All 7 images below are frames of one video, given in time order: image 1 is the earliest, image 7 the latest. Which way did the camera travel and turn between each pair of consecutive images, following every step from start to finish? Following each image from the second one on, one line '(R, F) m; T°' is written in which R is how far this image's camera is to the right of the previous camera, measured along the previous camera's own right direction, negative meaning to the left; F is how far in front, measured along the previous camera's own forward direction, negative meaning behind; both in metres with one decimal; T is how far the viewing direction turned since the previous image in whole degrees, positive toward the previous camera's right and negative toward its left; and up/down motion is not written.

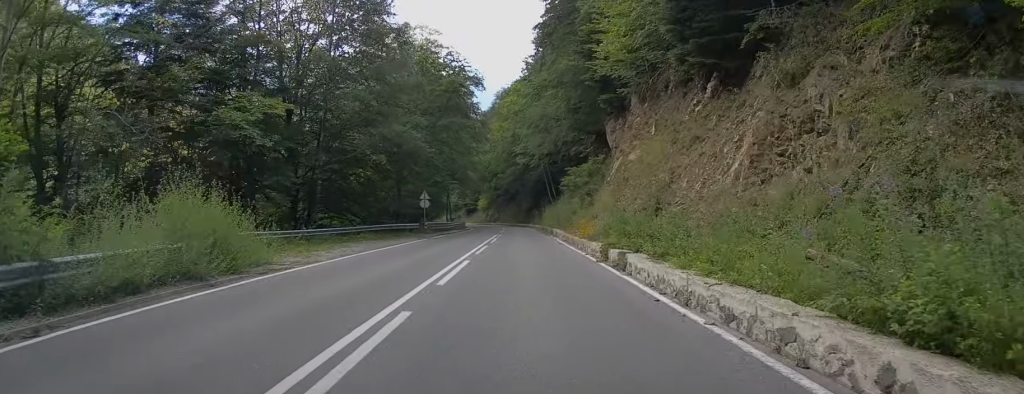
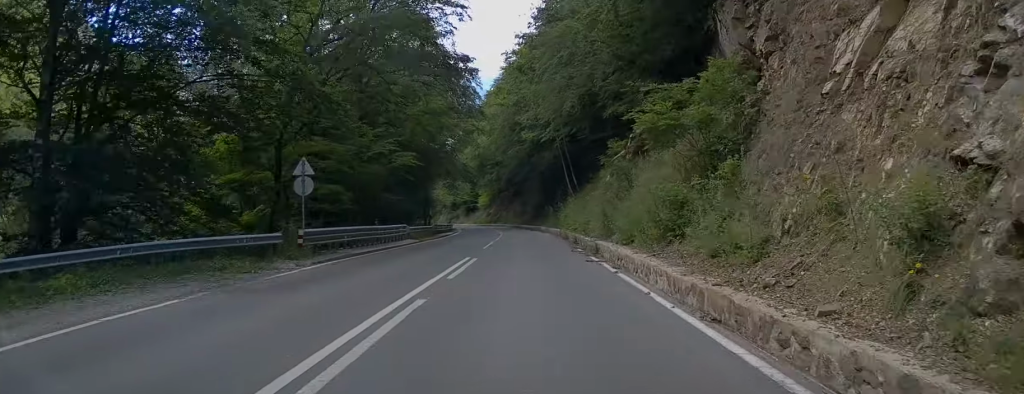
(+0.3, +24.2) m; -1°
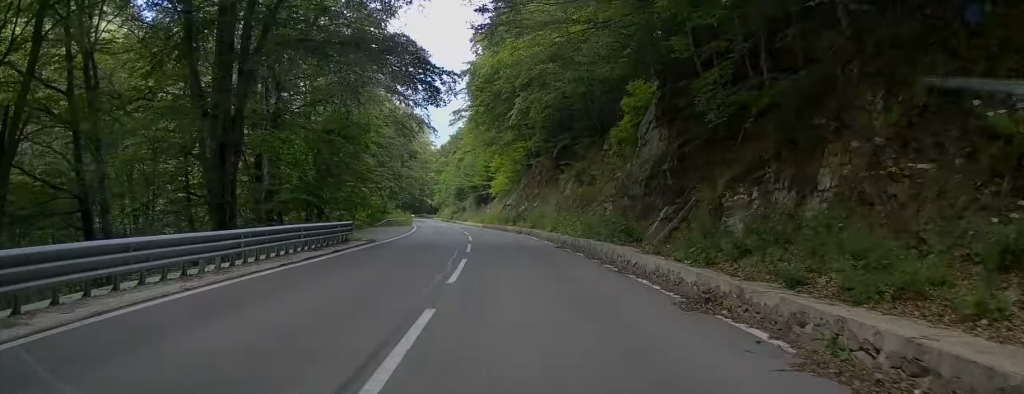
(-1.6, +57.5) m; -2°
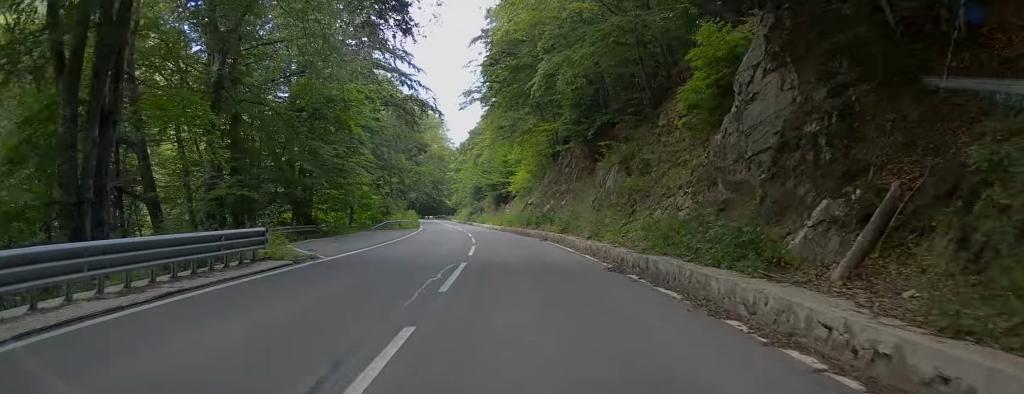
(0.0, +10.2) m; 0°
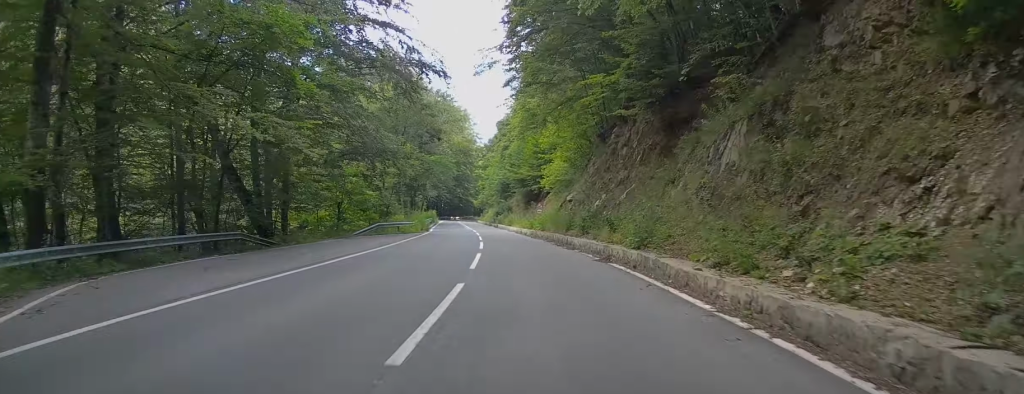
(0.0, +14.1) m; -2°
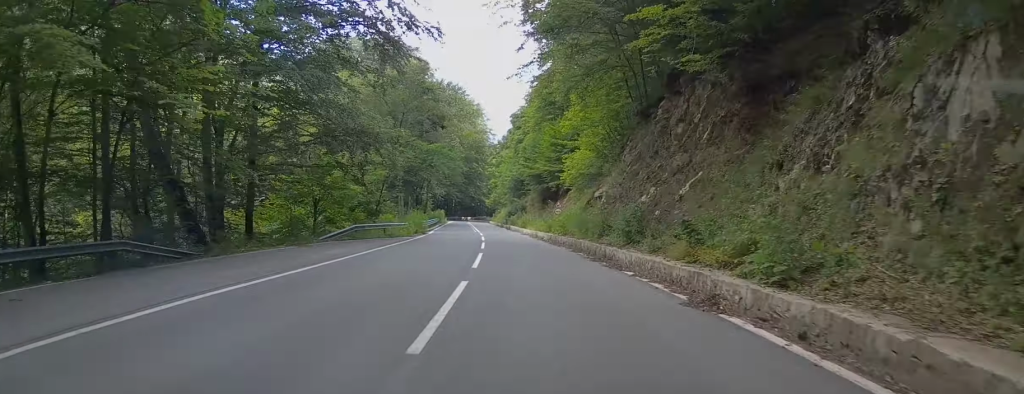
(-0.1, +8.9) m; -2°
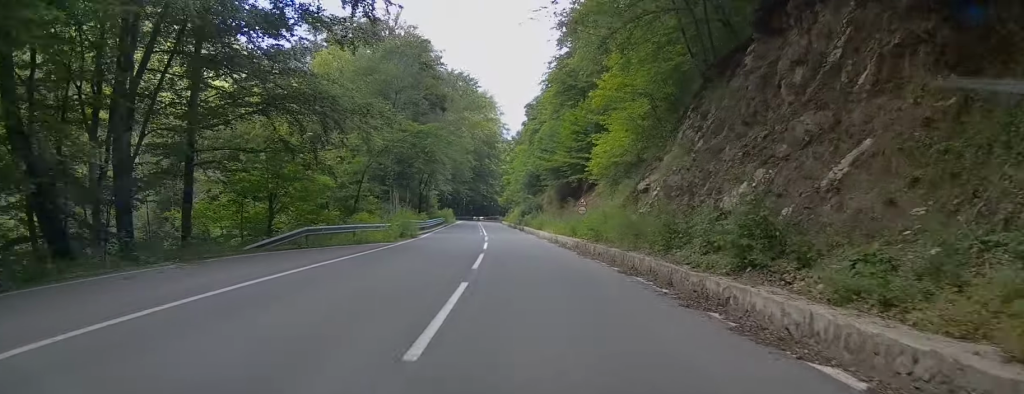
(-0.2, +9.6) m; -2°
